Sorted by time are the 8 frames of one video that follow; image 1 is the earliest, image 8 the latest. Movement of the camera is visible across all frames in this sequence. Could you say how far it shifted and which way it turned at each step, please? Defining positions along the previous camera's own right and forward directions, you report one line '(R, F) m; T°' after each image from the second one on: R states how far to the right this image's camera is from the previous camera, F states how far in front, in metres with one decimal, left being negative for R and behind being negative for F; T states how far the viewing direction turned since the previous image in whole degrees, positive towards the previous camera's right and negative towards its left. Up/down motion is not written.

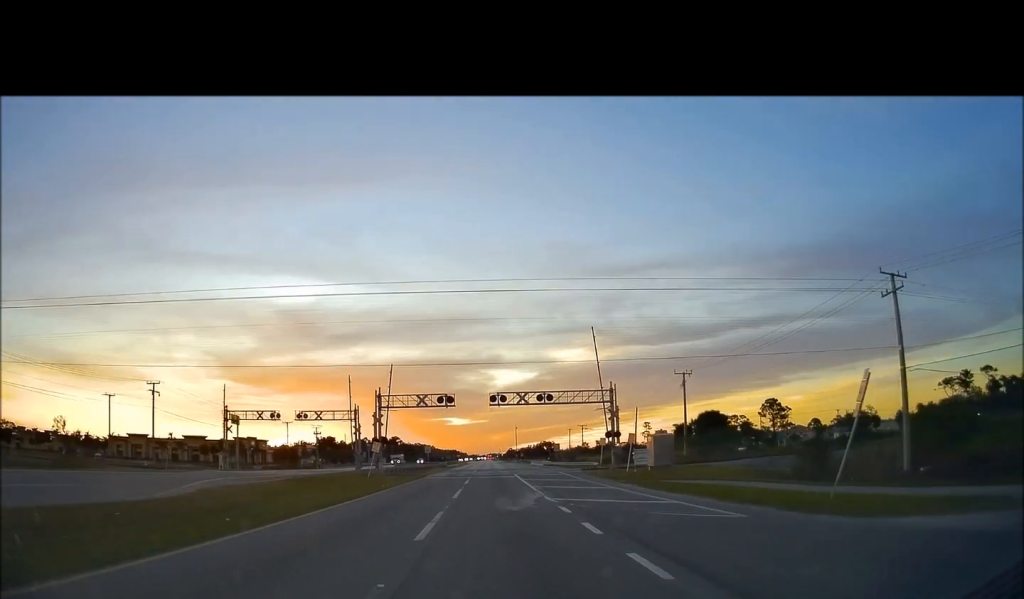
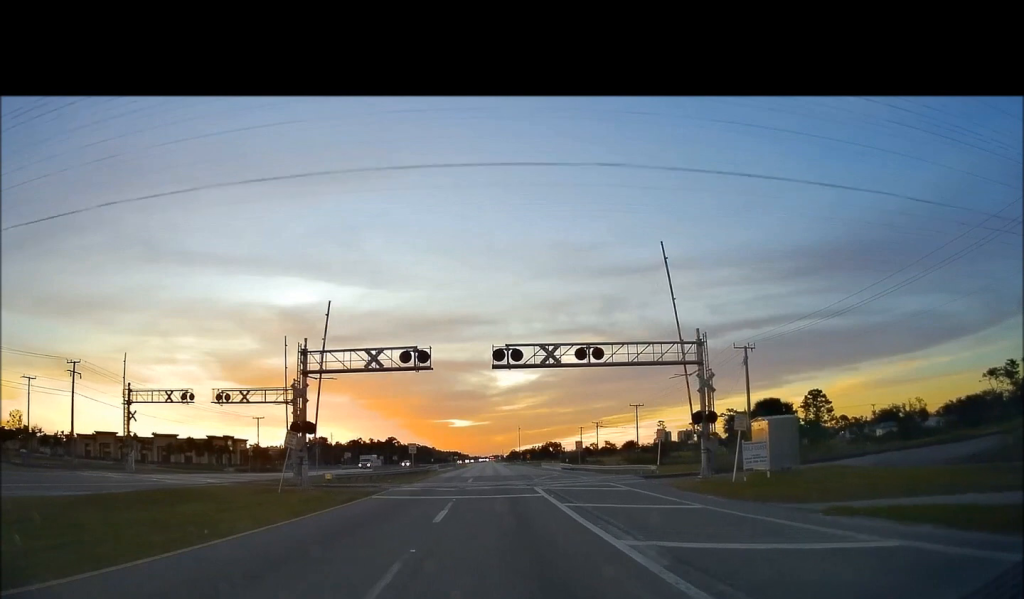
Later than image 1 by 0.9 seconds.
(+0.1, +21.0) m; 0°
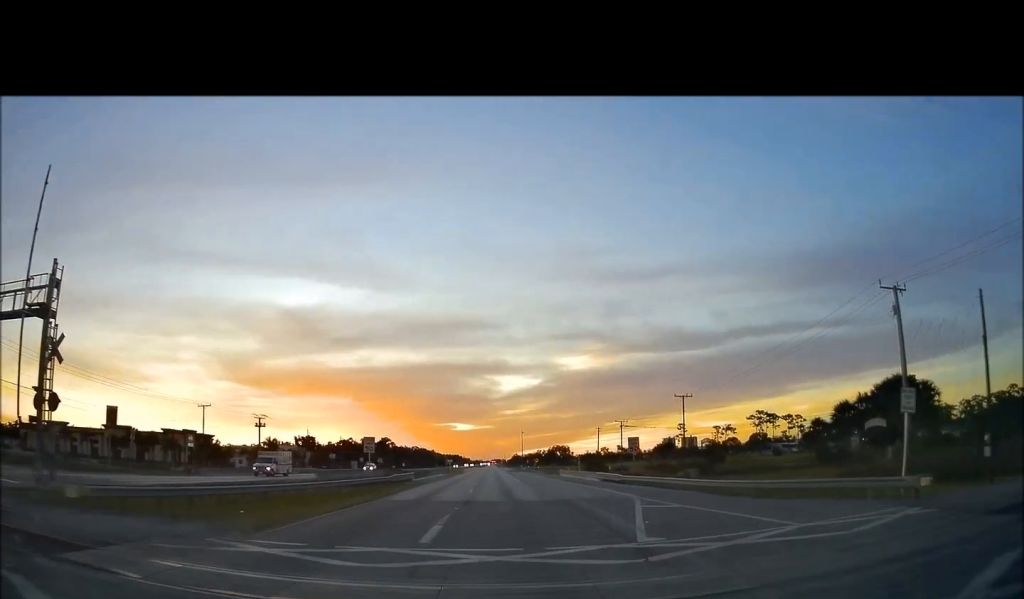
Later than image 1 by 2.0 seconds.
(-0.4, +27.1) m; -1°
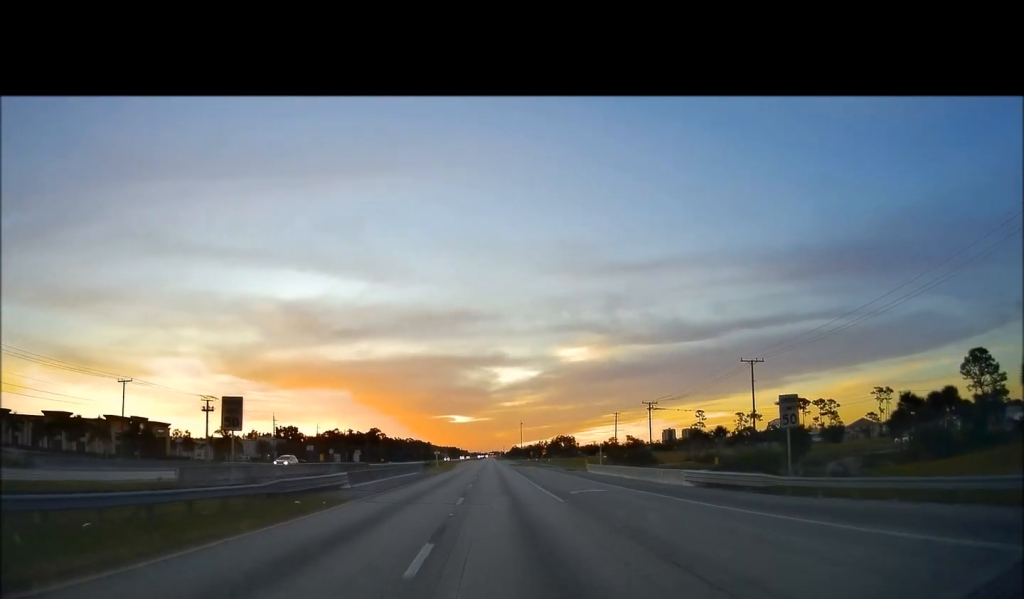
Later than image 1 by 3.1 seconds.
(+0.2, +25.0) m; +1°
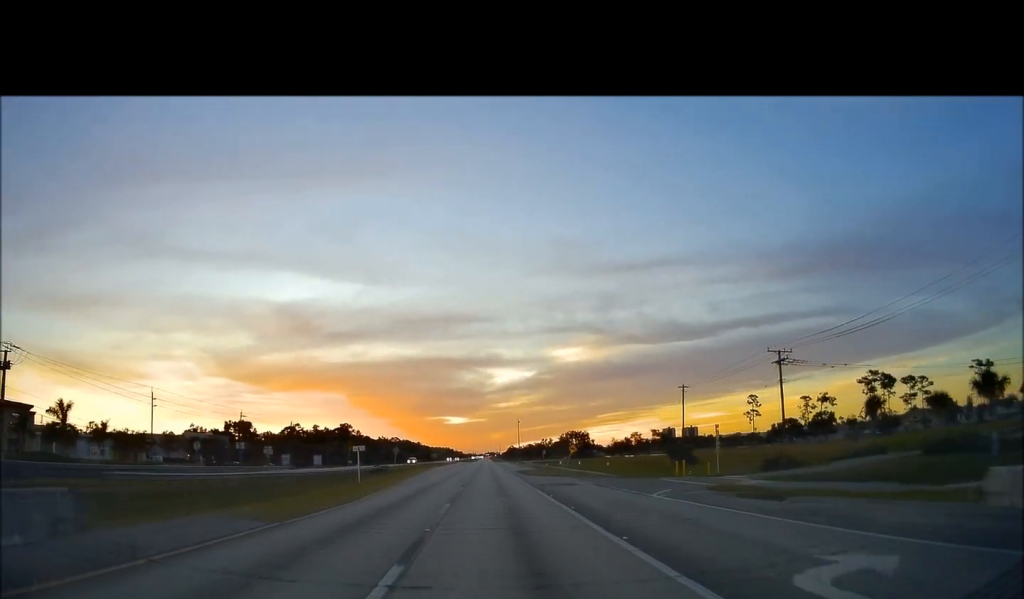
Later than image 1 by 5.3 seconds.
(+0.3, +51.6) m; 0°
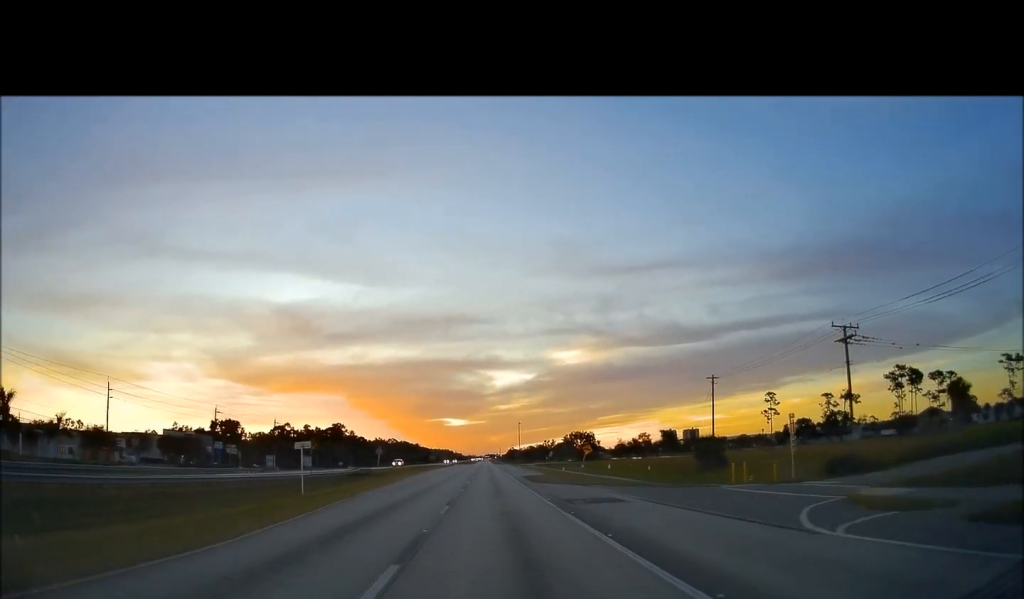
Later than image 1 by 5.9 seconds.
(0.0, +11.9) m; 0°
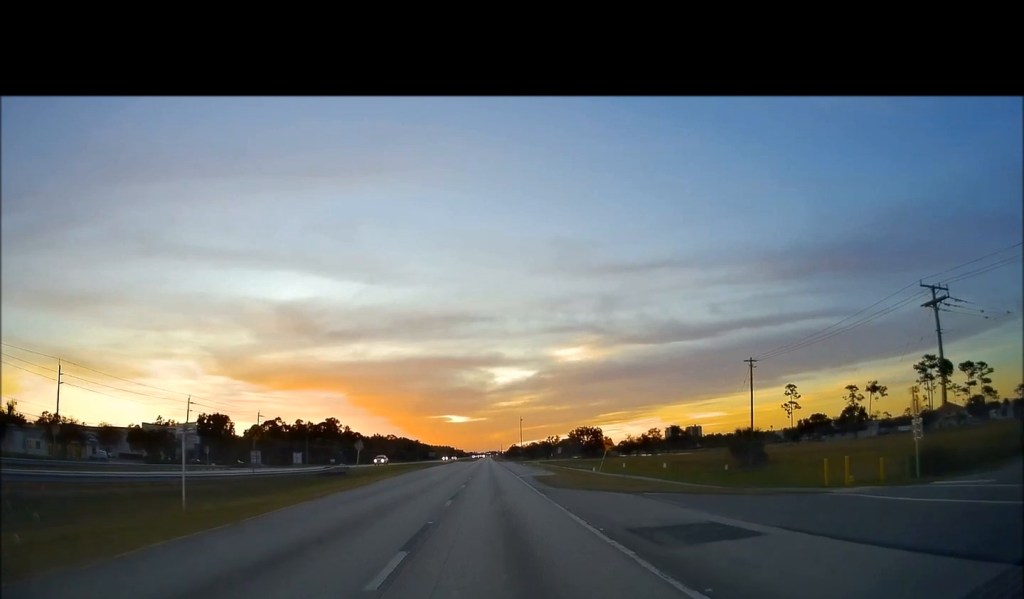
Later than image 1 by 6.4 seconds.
(0.0, +11.1) m; 0°
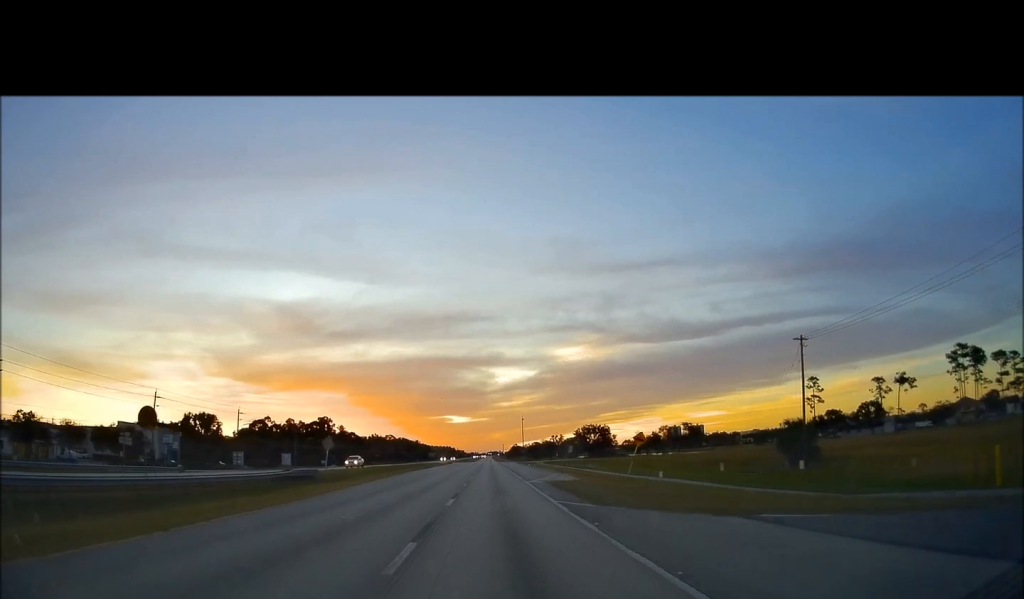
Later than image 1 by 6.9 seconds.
(0.0, +11.1) m; 0°
